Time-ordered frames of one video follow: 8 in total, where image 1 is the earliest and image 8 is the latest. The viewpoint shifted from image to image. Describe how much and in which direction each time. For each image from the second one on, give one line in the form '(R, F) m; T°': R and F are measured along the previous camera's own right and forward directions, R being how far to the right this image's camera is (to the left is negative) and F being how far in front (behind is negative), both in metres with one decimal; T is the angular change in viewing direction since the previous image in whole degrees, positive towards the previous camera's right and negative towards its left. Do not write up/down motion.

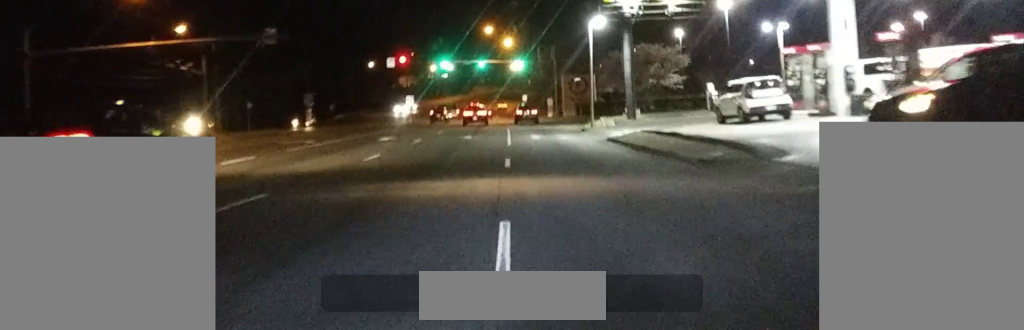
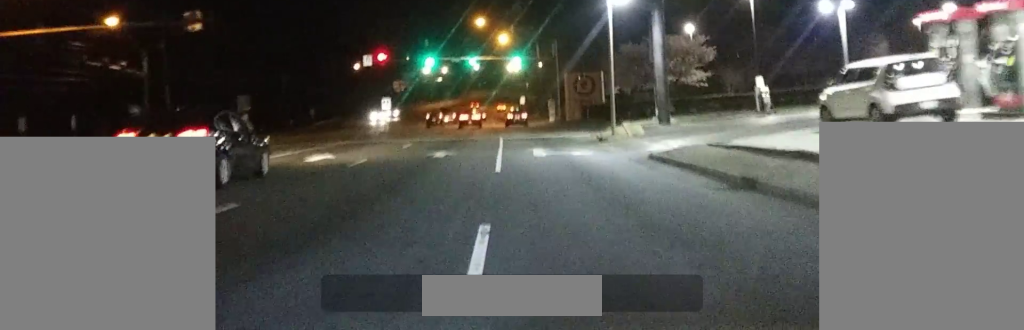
(-0.1, +12.9) m; 0°
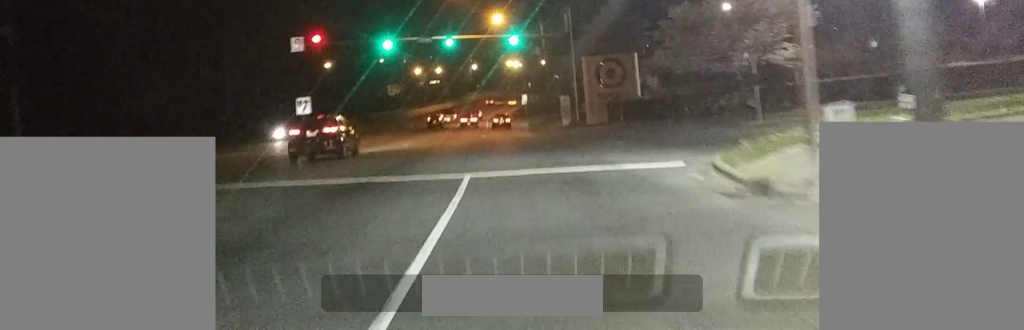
(-0.1, +25.6) m; 0°
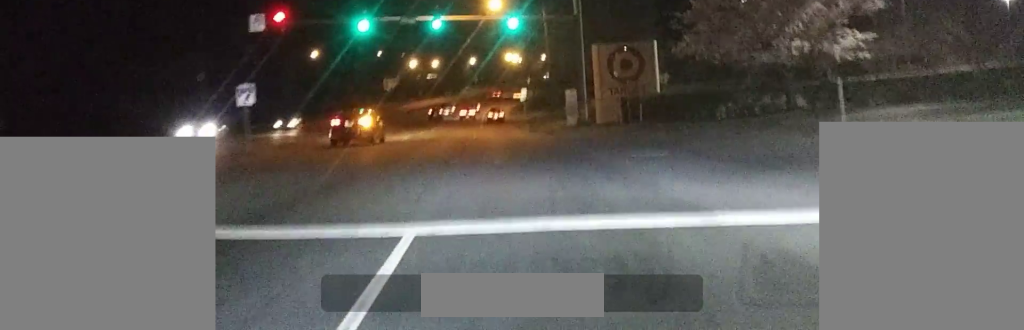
(0.0, +8.7) m; +3°
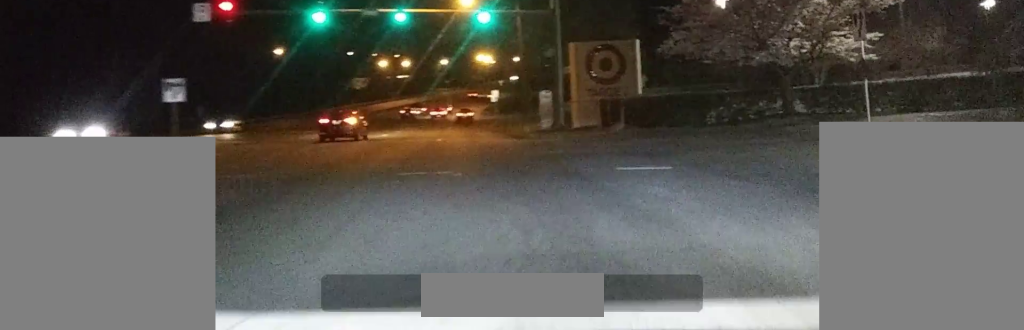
(-0.2, +4.1) m; +4°
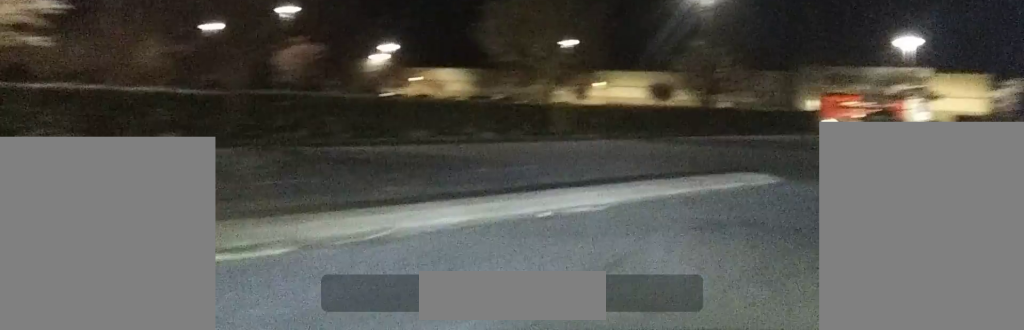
(+5.2, +16.2) m; +46°
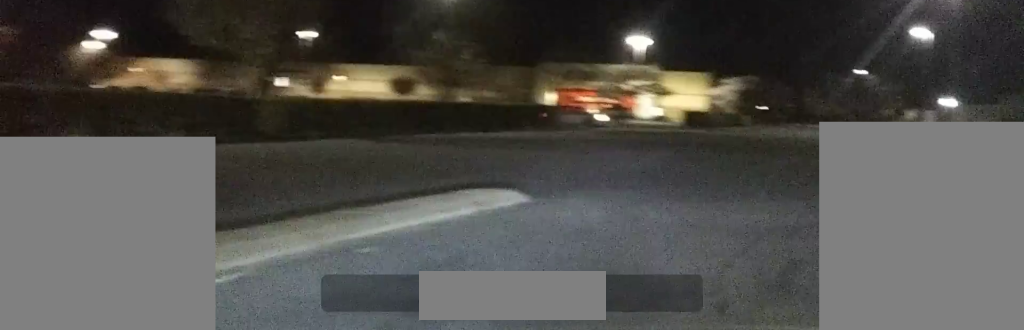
(+1.1, +4.3) m; +12°
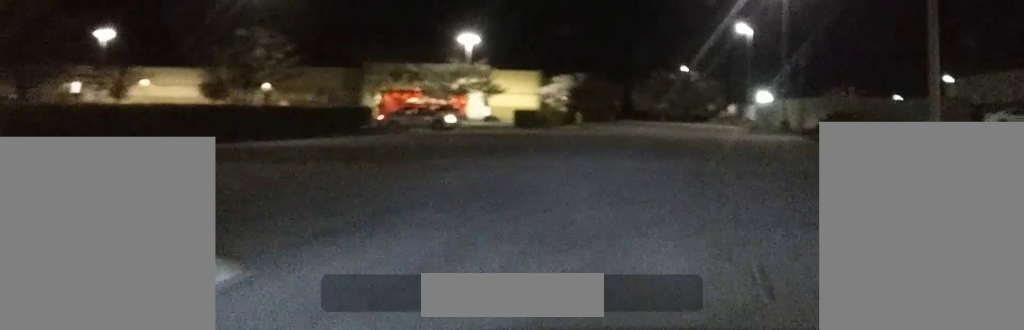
(+0.6, +4.7) m; +10°
